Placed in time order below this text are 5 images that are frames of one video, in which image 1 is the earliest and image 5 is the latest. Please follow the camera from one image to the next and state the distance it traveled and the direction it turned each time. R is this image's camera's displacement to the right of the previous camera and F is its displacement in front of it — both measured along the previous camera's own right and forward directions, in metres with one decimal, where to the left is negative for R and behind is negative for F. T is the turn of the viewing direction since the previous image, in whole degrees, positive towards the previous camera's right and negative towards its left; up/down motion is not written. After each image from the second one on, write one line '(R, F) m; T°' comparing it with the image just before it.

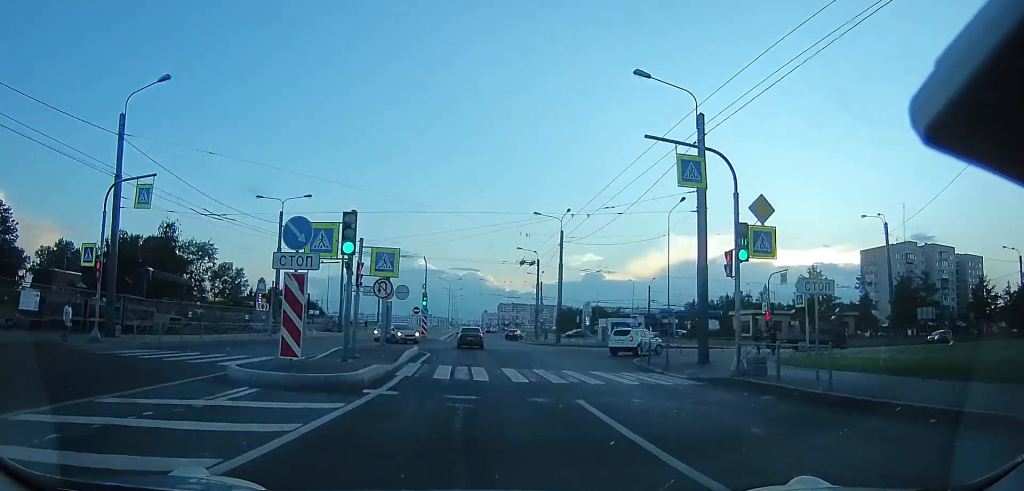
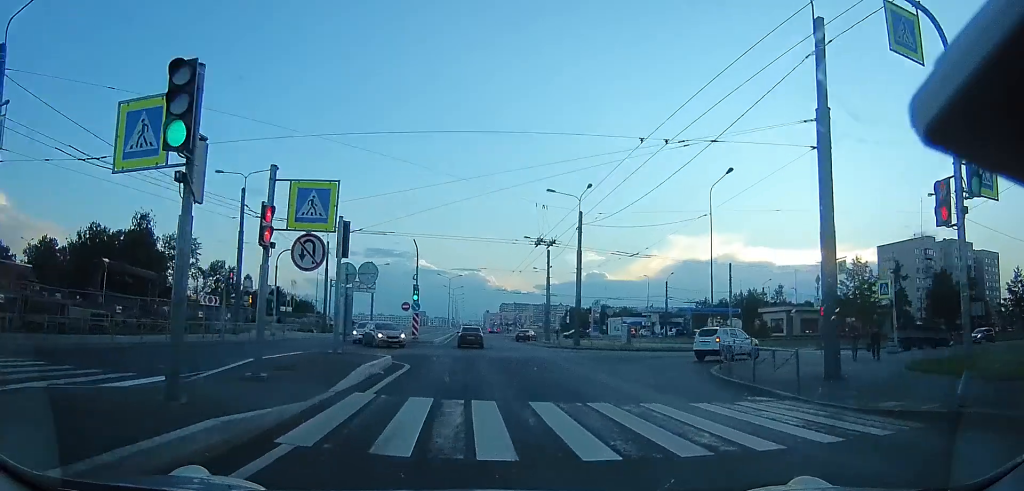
(0.0, +8.2) m; 0°
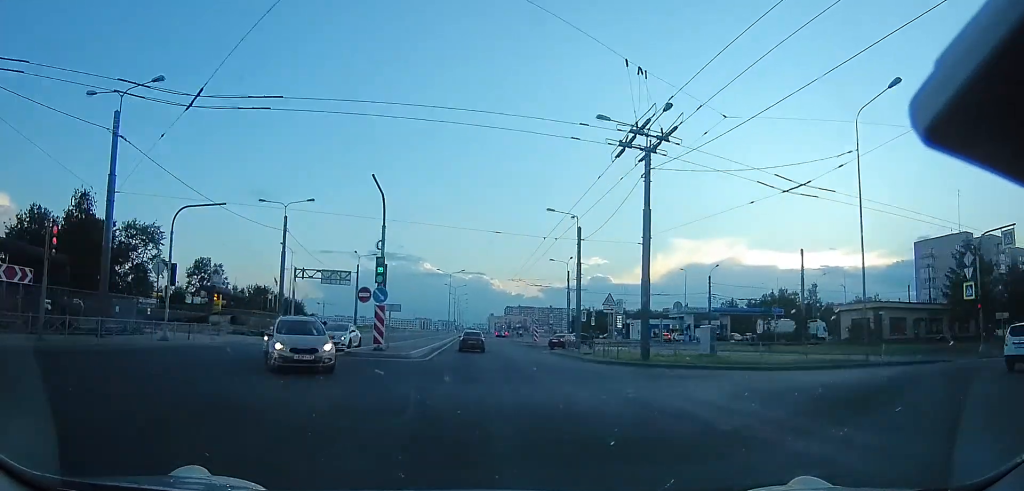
(0.0, +15.3) m; 0°
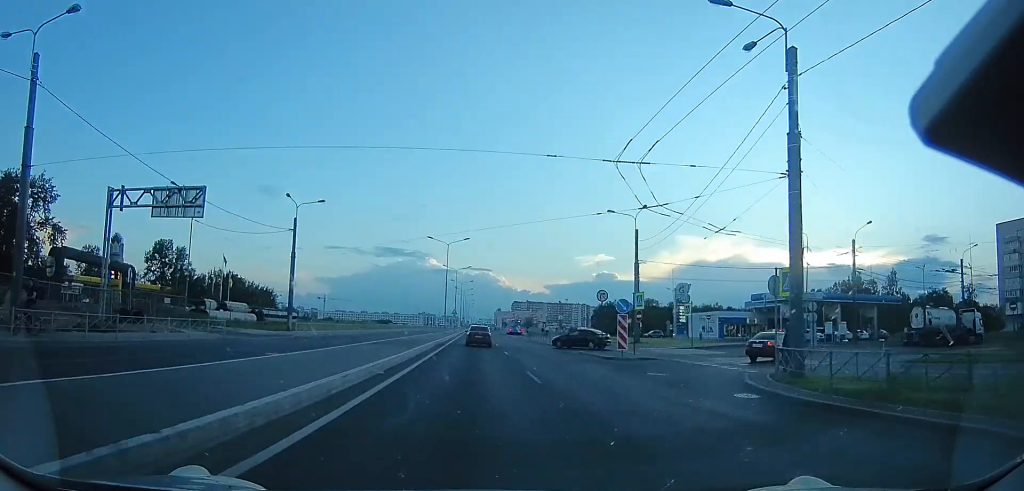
(+3.0, +29.5) m; +6°
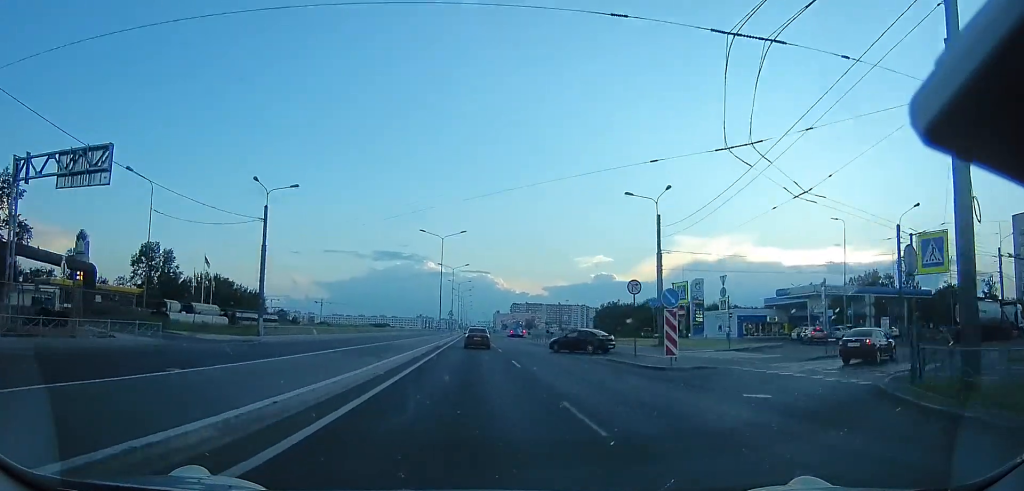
(-0.6, +6.4) m; -2°
